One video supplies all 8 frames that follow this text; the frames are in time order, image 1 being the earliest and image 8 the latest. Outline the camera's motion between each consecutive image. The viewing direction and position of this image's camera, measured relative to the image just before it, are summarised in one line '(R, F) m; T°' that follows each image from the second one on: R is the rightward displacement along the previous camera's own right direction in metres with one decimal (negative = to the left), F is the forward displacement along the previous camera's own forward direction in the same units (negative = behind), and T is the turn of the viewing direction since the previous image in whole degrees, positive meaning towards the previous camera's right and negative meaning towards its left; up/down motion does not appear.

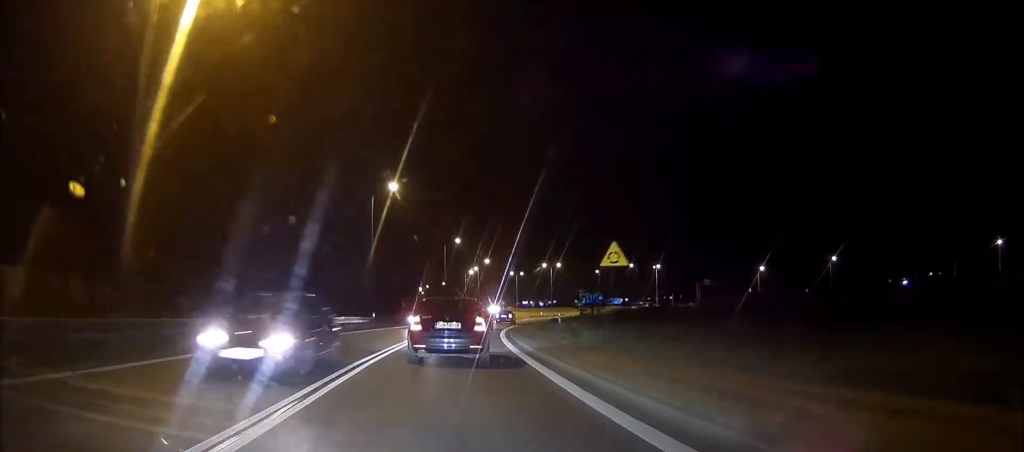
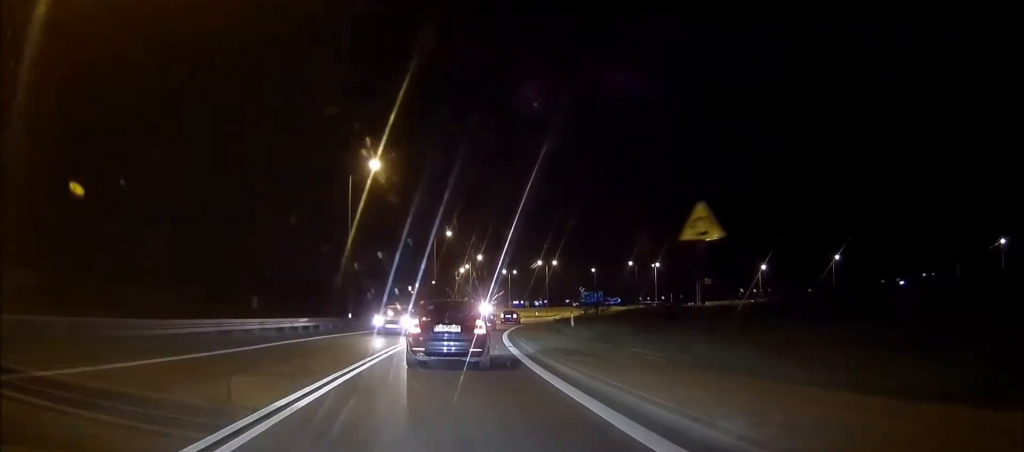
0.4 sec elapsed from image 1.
(+0.1, +6.7) m; +1°
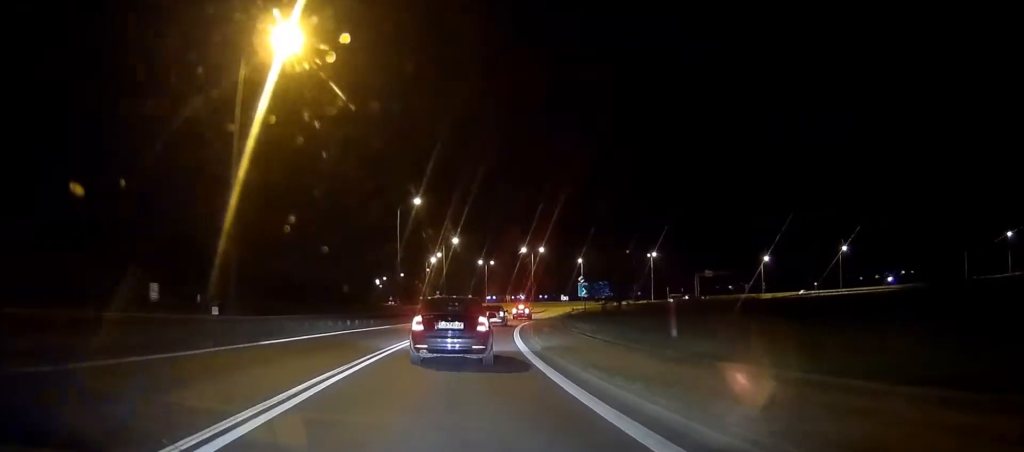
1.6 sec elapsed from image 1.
(+0.5, +18.0) m; +3°
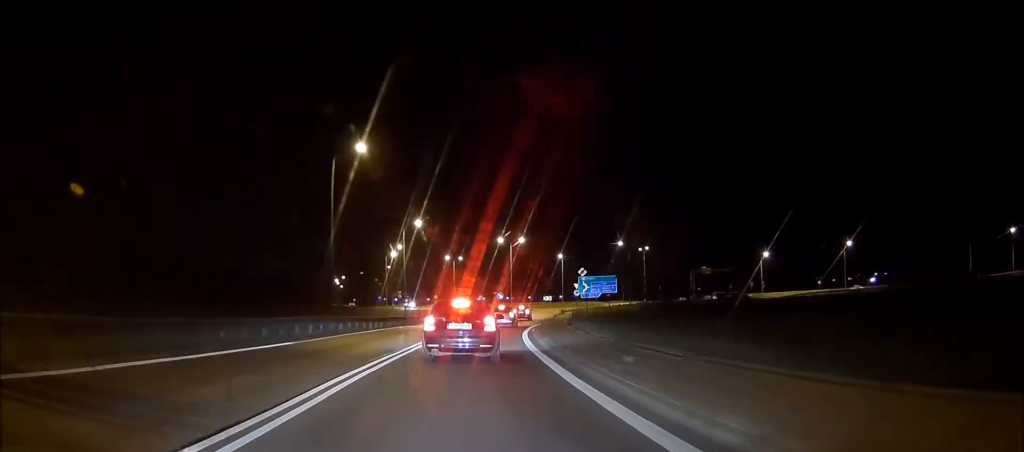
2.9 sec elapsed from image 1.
(+0.6, +17.7) m; +4°
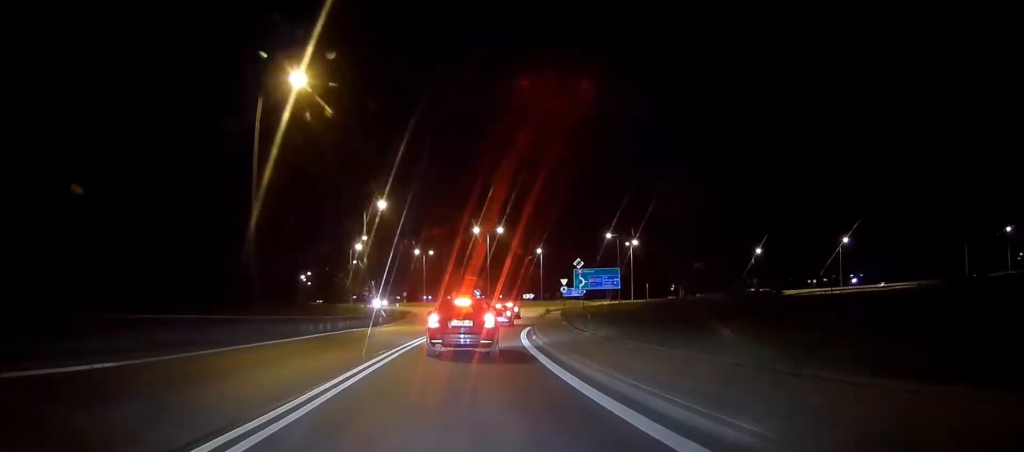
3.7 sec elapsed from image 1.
(+0.2, +10.0) m; +2°
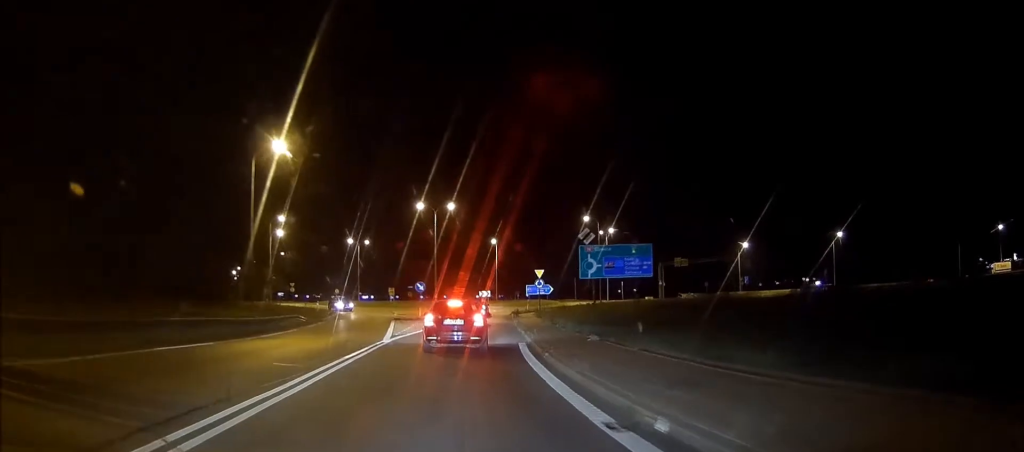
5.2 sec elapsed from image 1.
(+0.4, +18.5) m; +3°
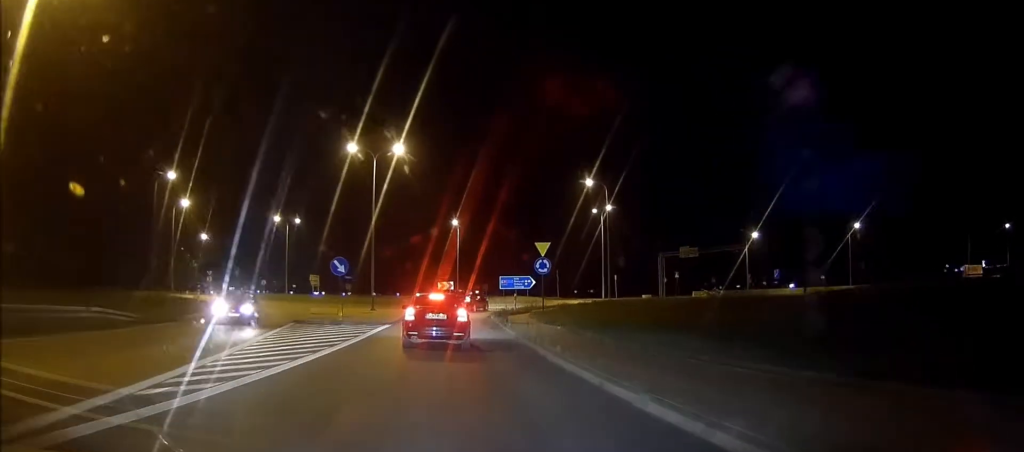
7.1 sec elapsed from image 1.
(0.0, +18.9) m; -1°
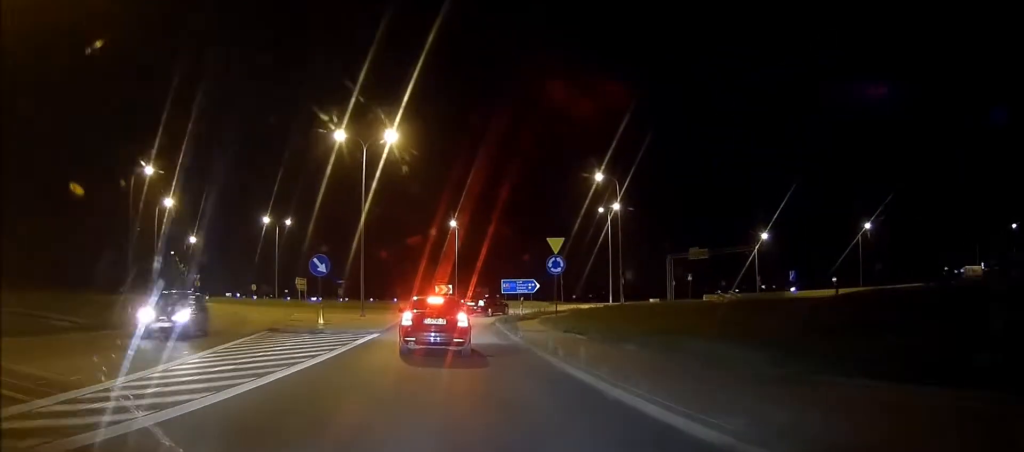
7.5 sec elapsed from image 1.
(0.0, +3.4) m; 0°
